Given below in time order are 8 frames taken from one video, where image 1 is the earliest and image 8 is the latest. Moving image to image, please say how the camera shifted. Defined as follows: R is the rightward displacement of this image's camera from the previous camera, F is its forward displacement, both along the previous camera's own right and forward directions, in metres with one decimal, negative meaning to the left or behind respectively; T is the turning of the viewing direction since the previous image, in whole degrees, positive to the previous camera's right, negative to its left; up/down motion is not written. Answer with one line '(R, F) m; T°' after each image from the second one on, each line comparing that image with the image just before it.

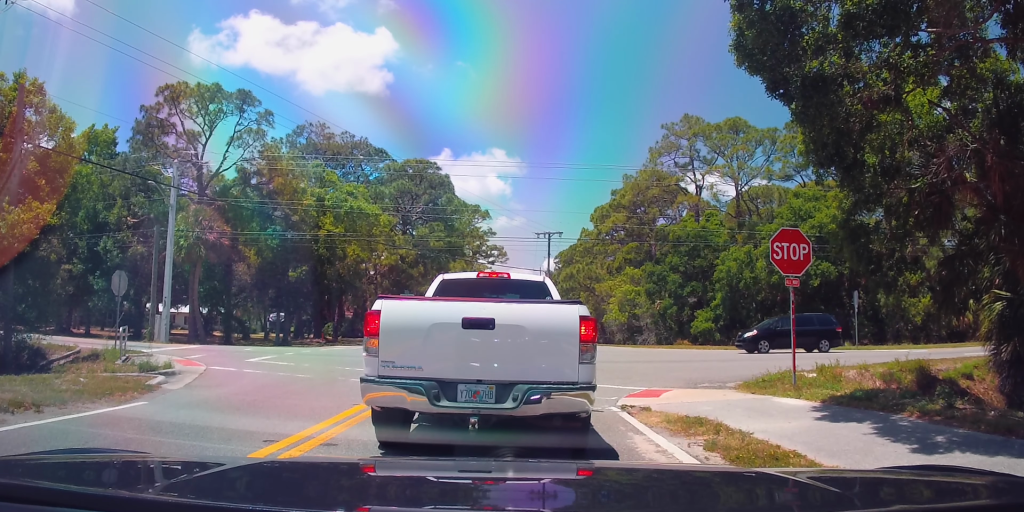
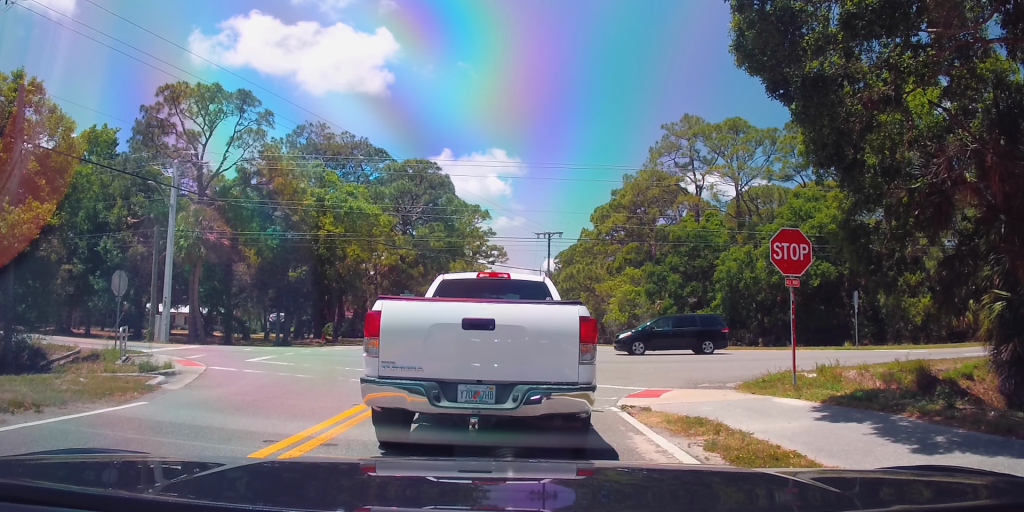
(0.0, +0.2) m; 0°
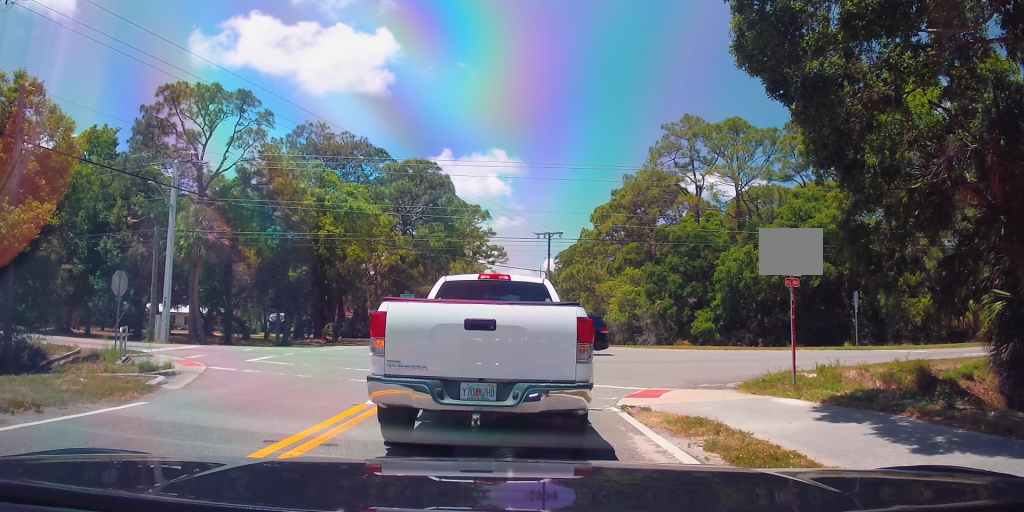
(0.0, +0.1) m; 0°
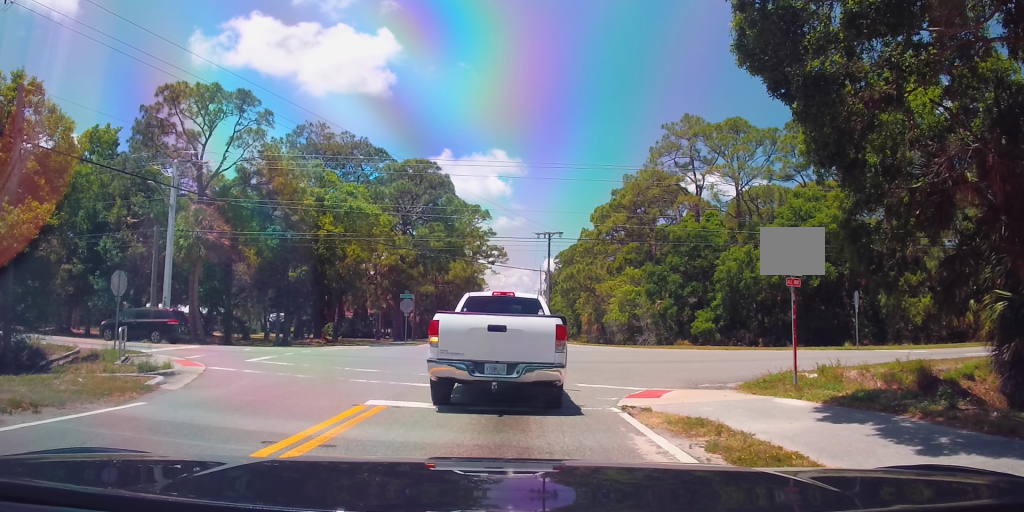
(0.0, +0.3) m; 0°
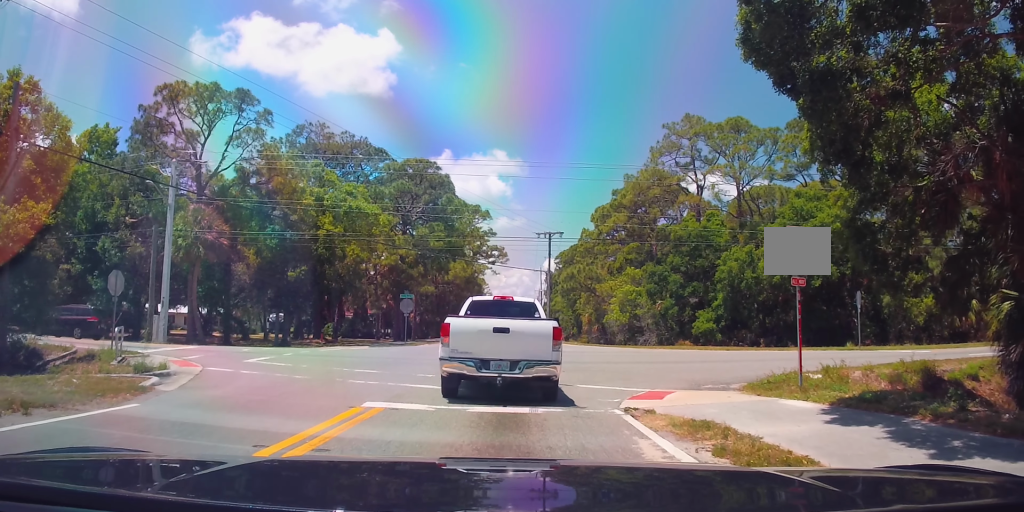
(0.0, +0.2) m; 0°
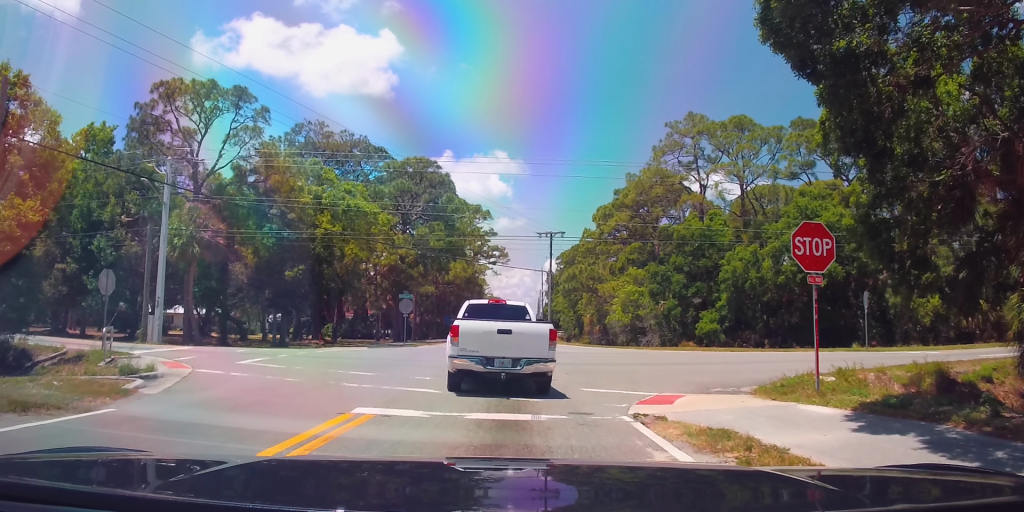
(0.0, +0.3) m; 0°
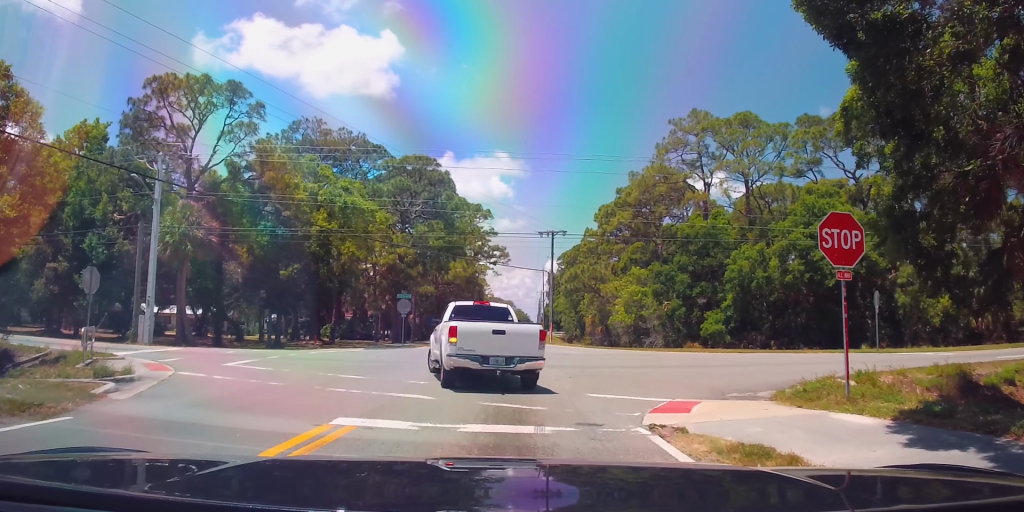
(0.0, +0.4) m; 0°
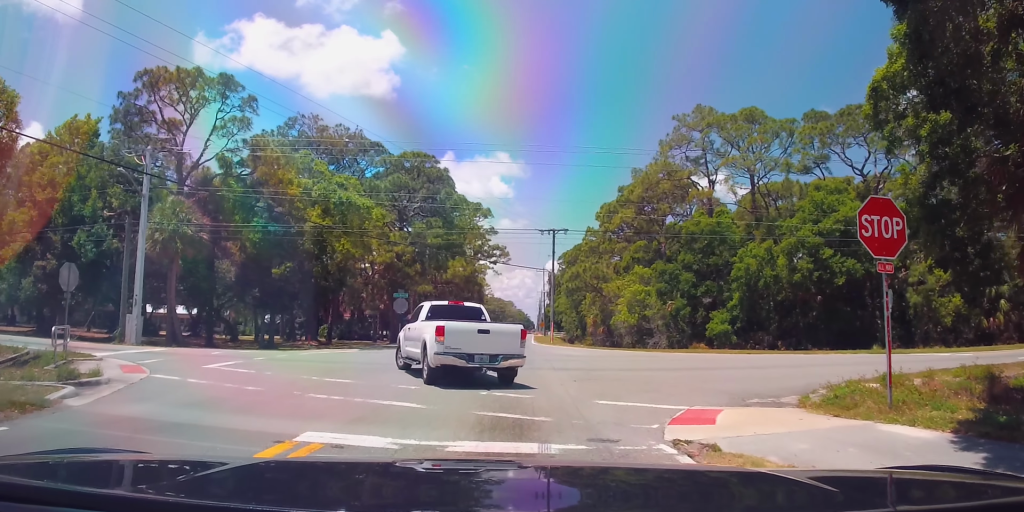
(0.0, +0.4) m; 0°
